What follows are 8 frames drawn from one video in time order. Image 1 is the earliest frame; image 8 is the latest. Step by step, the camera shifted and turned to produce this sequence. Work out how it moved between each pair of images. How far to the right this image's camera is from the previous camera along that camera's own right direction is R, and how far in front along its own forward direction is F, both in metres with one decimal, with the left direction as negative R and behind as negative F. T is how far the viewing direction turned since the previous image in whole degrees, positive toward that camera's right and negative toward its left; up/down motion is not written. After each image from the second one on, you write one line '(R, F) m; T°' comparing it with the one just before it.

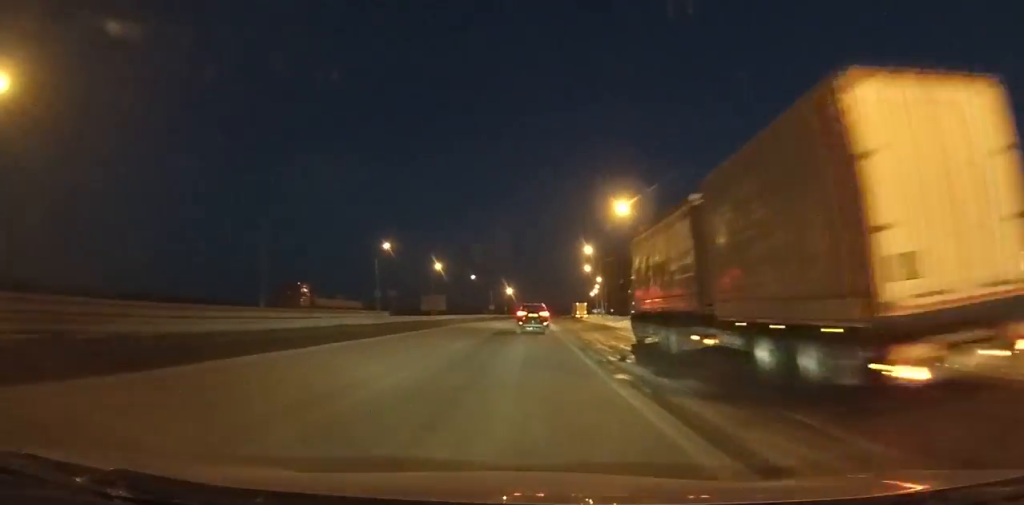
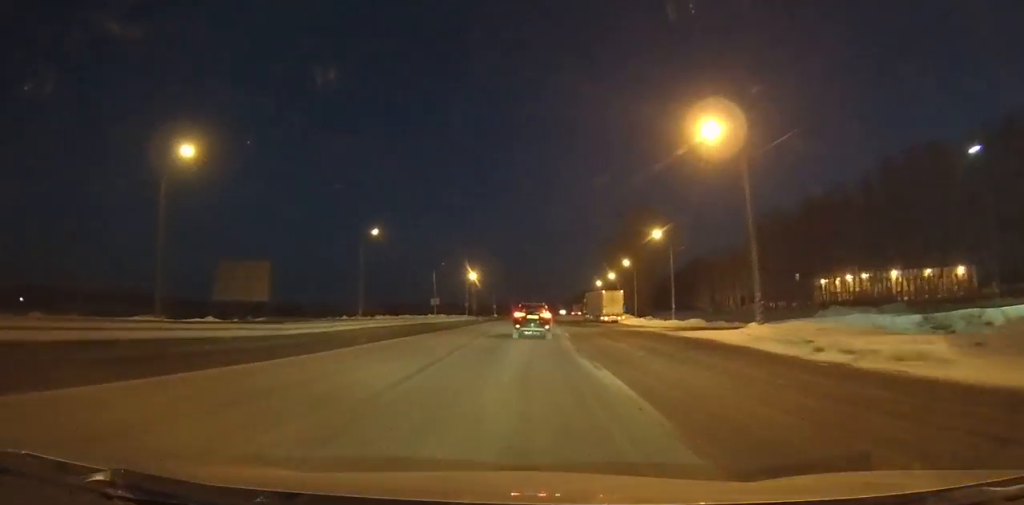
(+1.2, +85.8) m; +1°
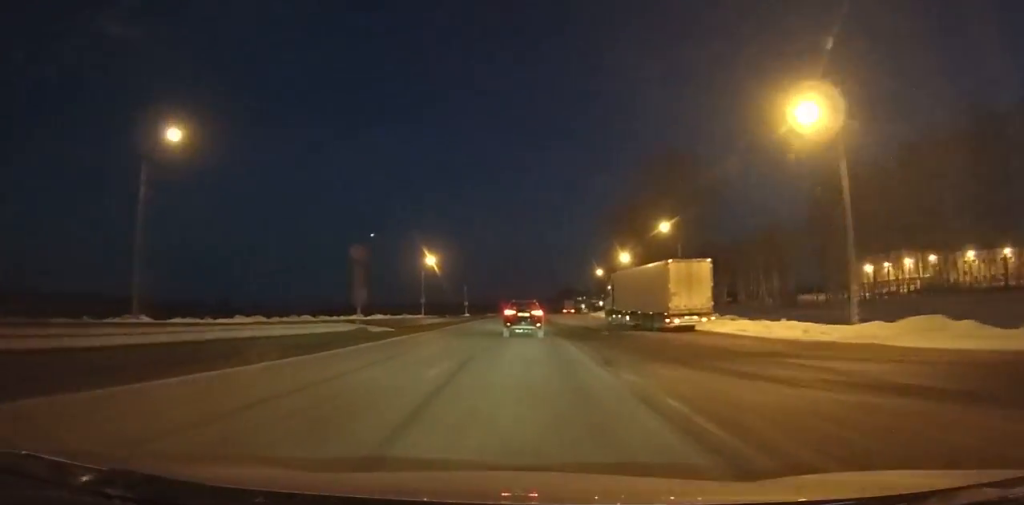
(+0.3, +42.0) m; +1°
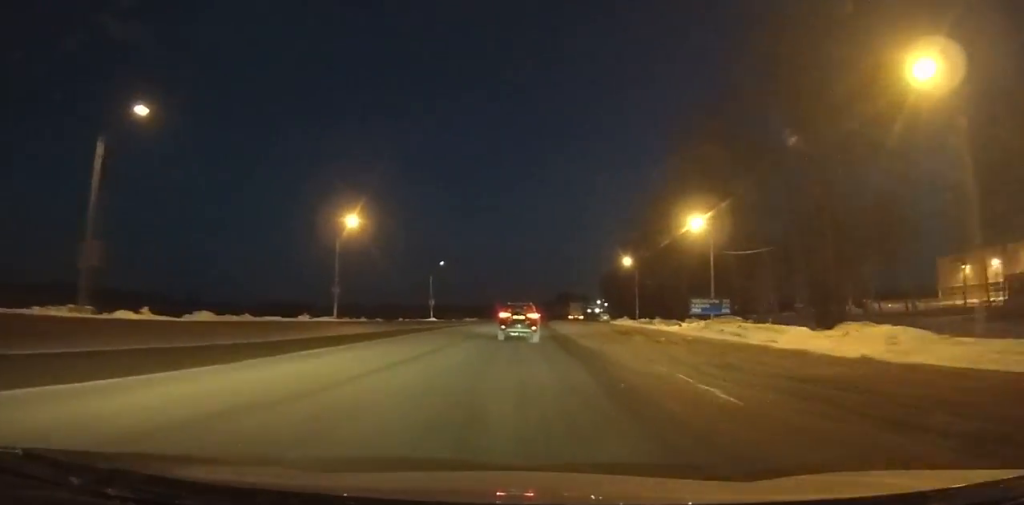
(+0.4, +46.4) m; +1°
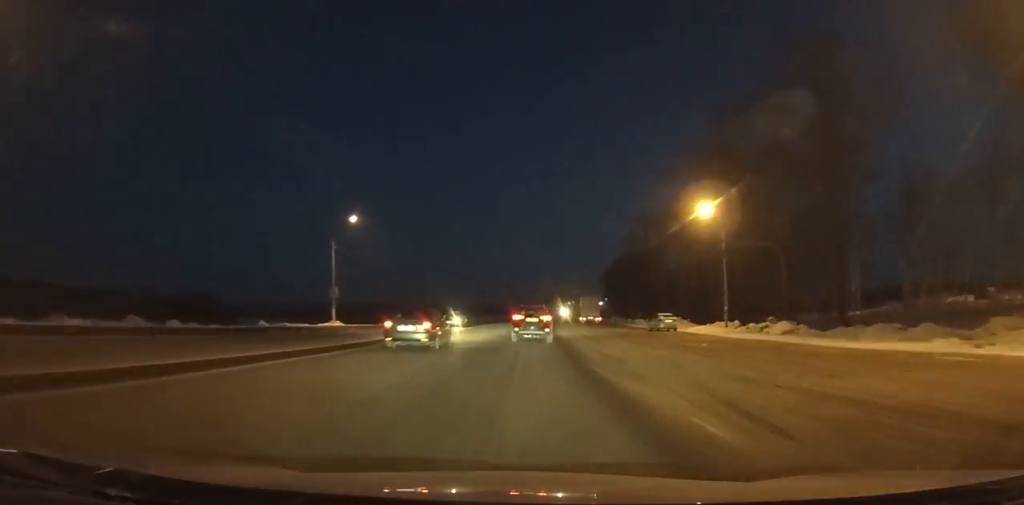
(+0.4, +49.0) m; +1°
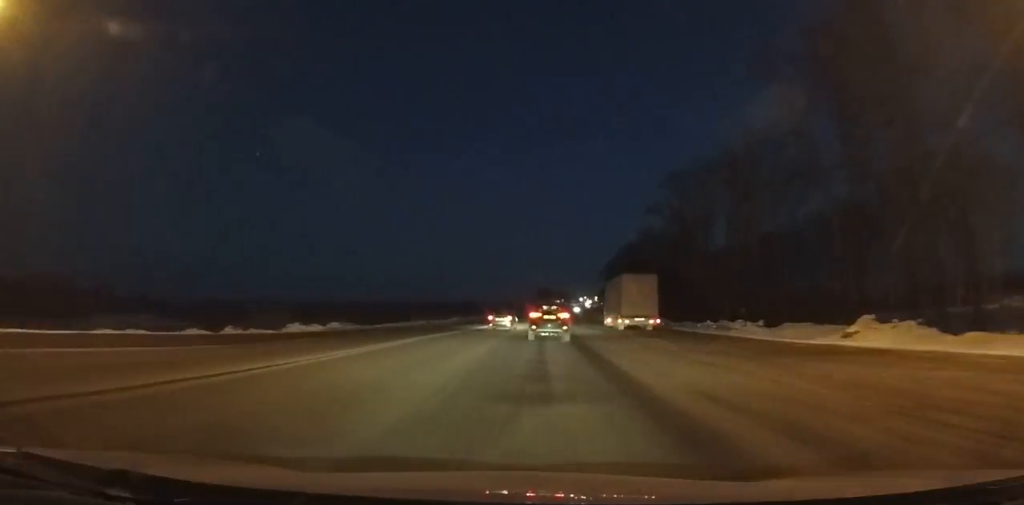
(+0.4, +41.8) m; +2°
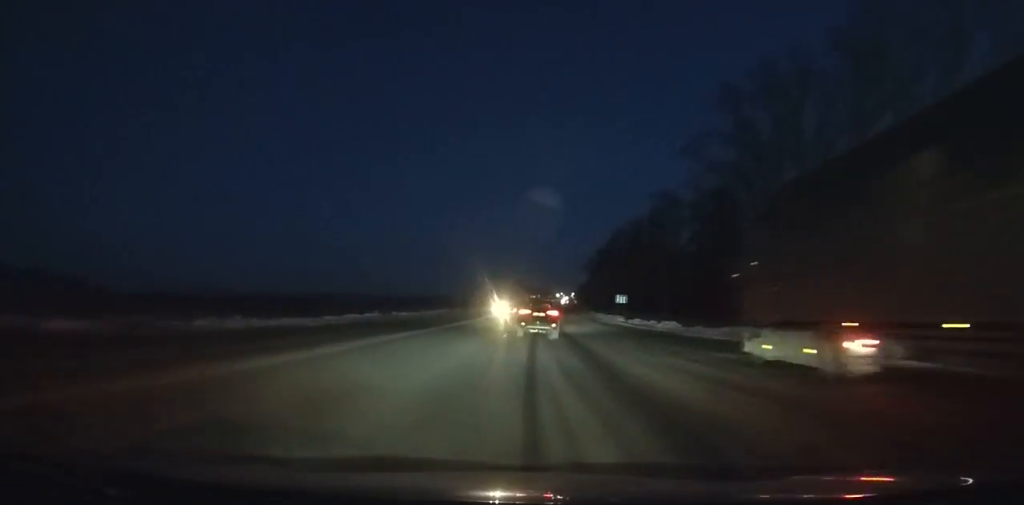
(+0.6, +41.8) m; +2°
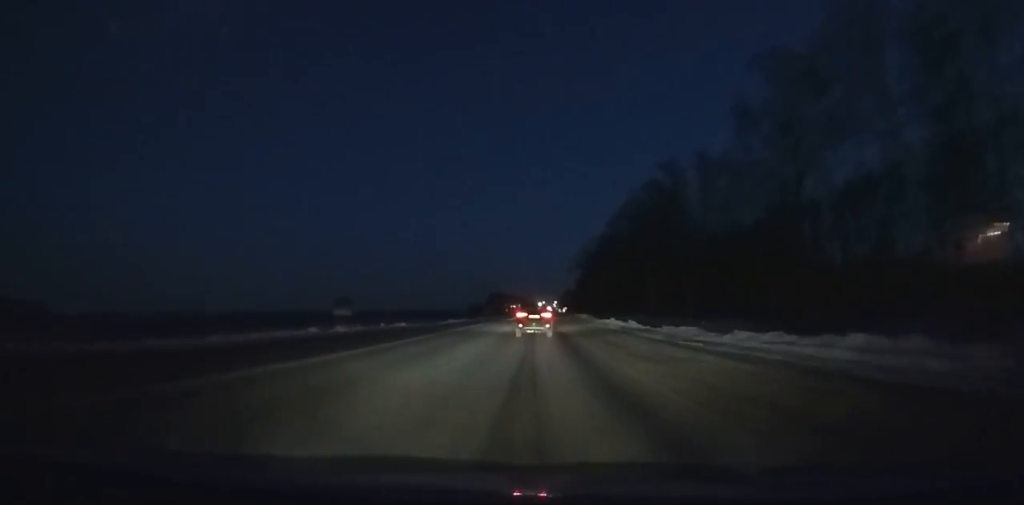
(+1.4, +61.4) m; +2°
